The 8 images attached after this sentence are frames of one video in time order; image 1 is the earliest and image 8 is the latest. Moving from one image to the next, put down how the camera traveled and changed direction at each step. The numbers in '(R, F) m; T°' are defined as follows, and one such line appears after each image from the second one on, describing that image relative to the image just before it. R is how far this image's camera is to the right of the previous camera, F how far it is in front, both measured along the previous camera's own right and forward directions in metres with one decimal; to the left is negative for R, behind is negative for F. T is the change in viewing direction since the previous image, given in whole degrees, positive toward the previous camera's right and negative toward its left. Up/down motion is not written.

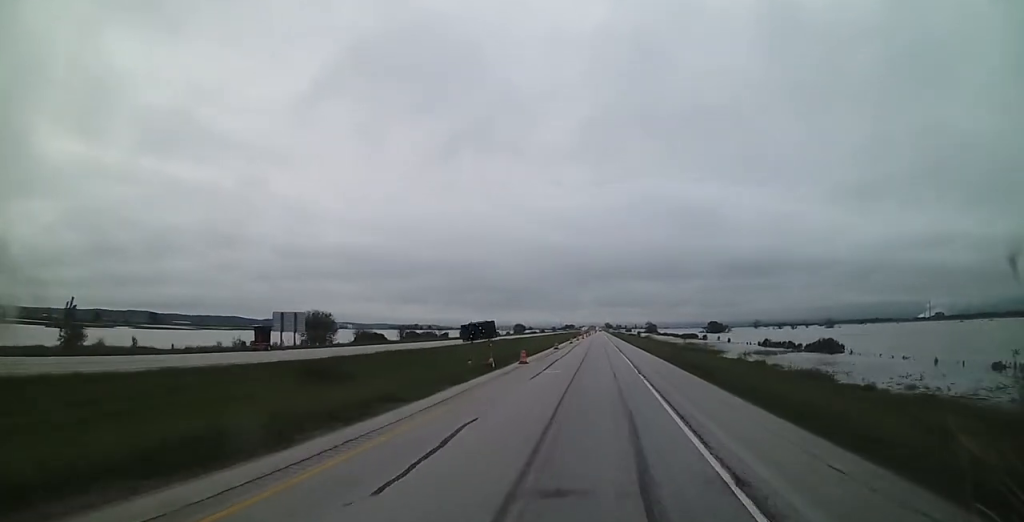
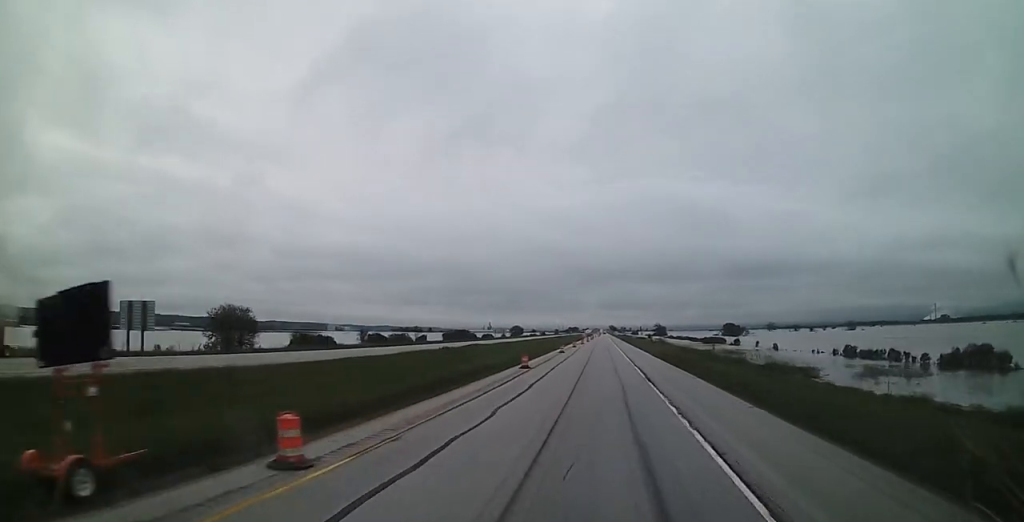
(+0.2, +33.3) m; +1°
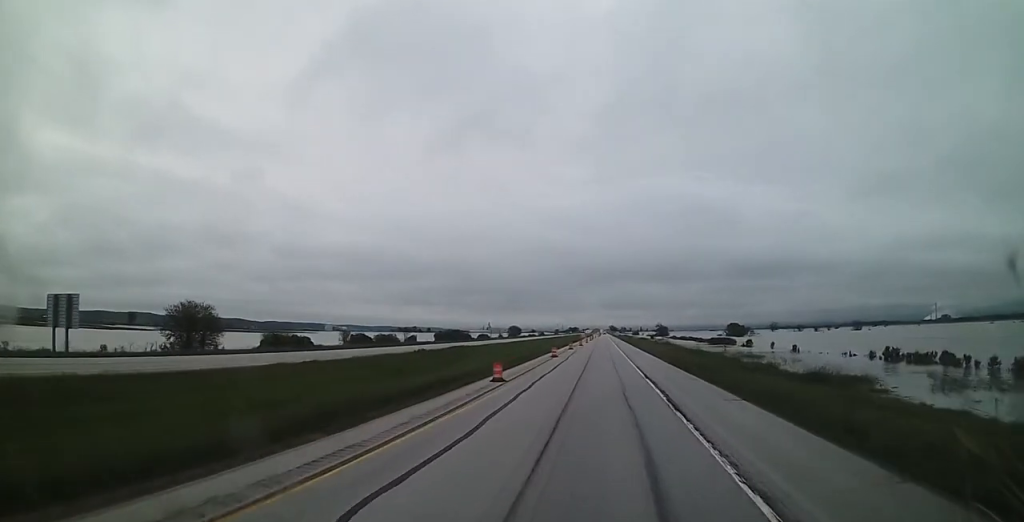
(+0.2, +10.6) m; 0°
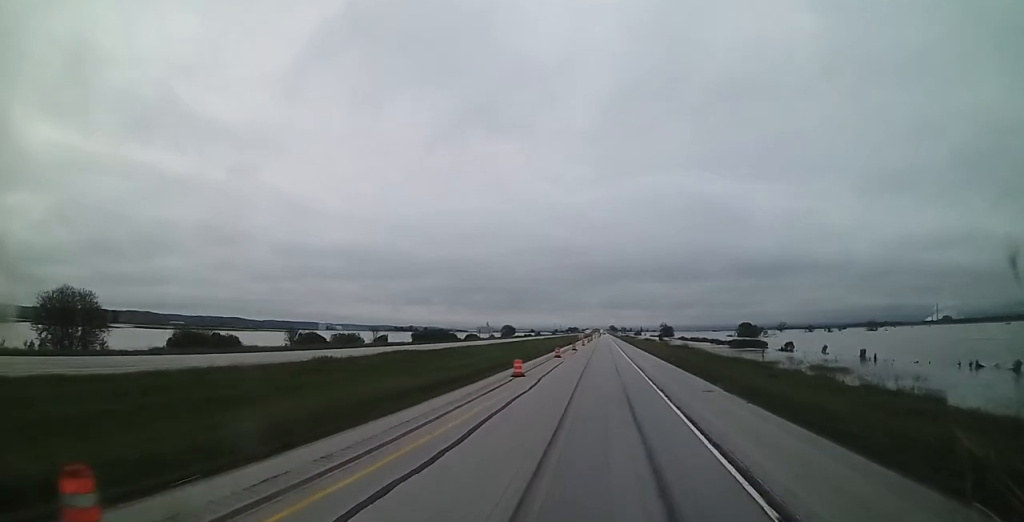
(-0.1, +25.3) m; 0°
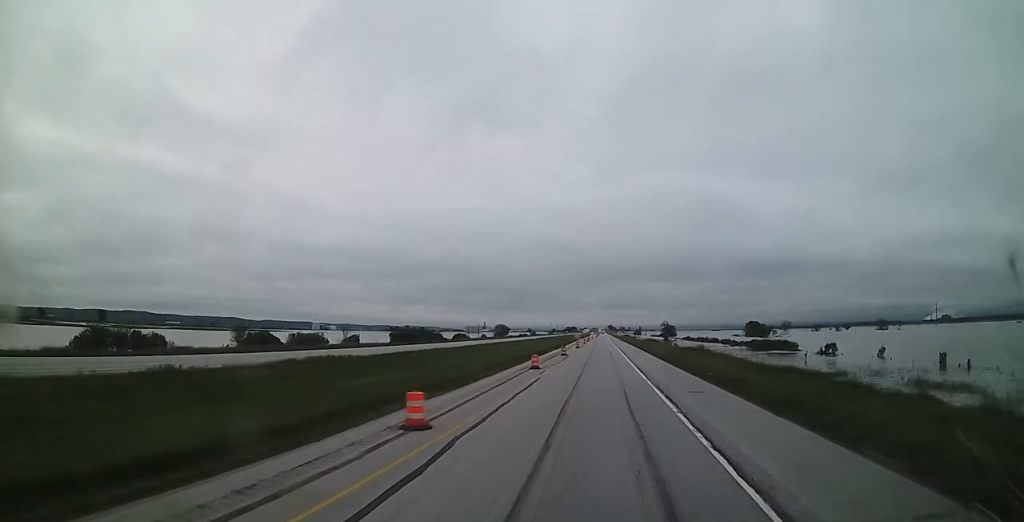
(-0.1, +18.0) m; 0°
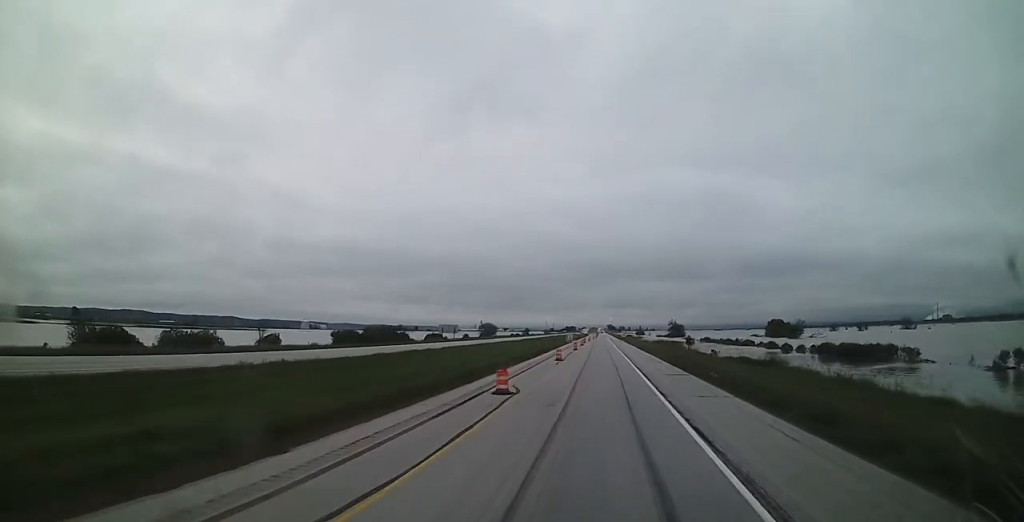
(+0.4, +36.8) m; +1°
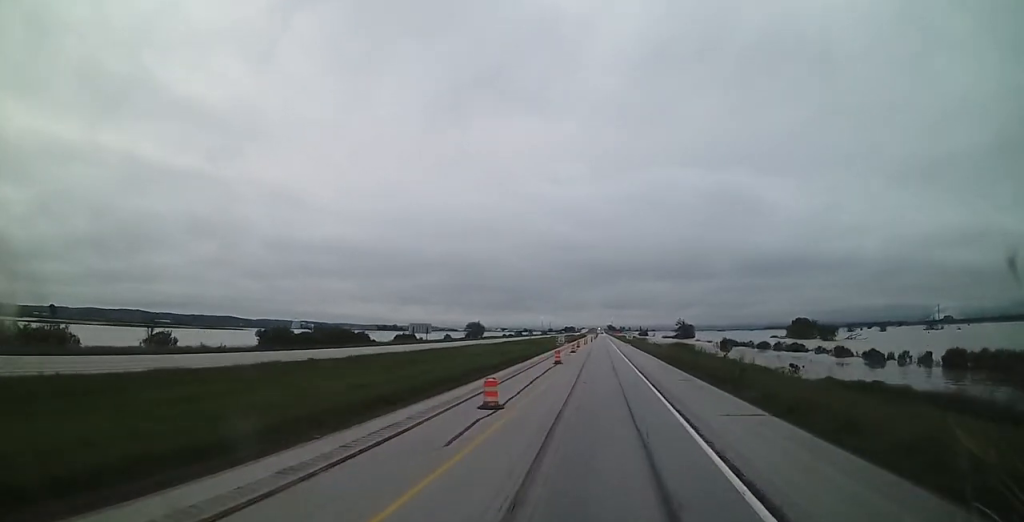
(-0.1, +30.3) m; 0°
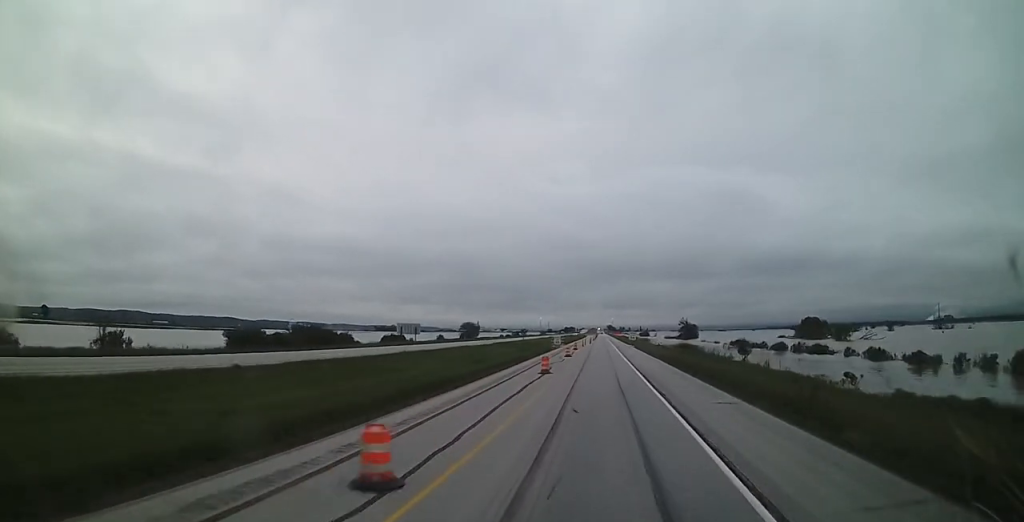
(0.0, +9.8) m; 0°
